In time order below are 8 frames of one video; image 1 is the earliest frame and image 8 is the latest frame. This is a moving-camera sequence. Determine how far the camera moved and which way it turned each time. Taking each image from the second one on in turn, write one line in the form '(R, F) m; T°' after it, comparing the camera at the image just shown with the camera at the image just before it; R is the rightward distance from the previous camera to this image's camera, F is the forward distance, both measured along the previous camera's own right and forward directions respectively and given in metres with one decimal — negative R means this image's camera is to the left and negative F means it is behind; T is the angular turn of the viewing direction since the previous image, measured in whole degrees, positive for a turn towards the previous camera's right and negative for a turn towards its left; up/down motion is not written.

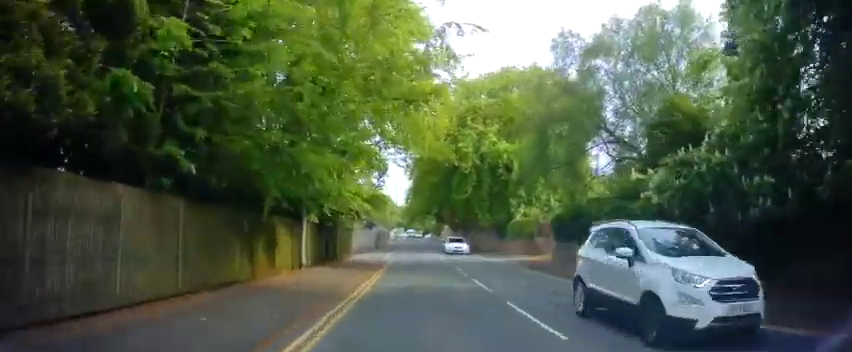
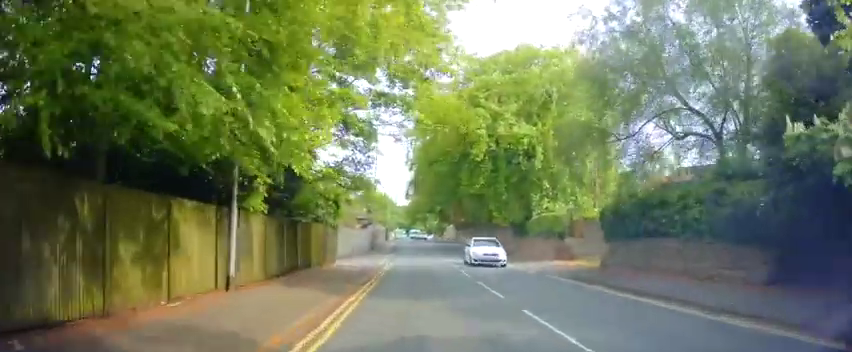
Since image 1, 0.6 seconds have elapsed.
(-0.3, +7.0) m; -2°
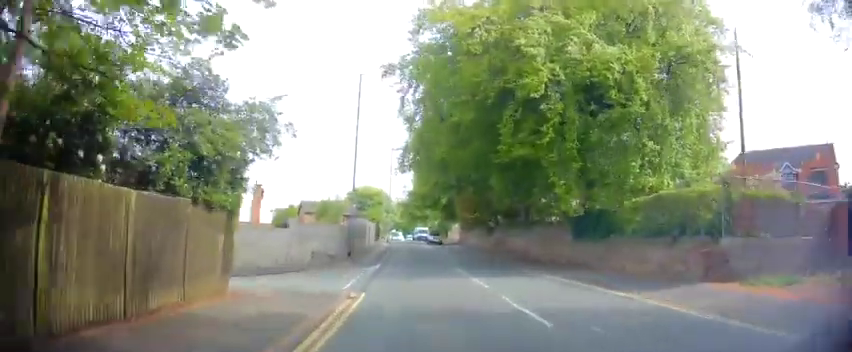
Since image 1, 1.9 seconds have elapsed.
(-0.4, +15.7) m; -1°
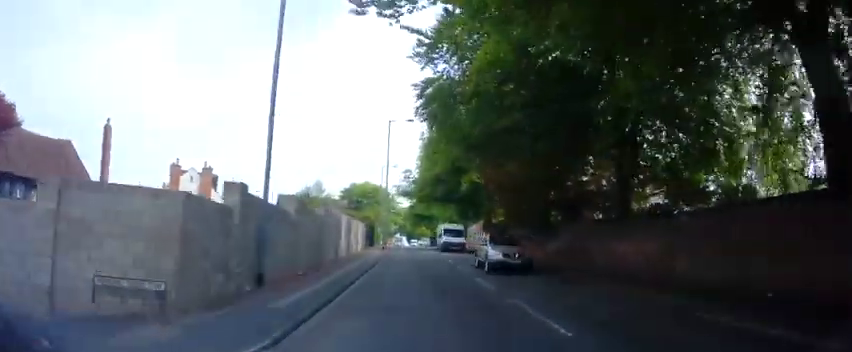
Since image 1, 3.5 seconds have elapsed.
(+0.5, +18.6) m; +3°
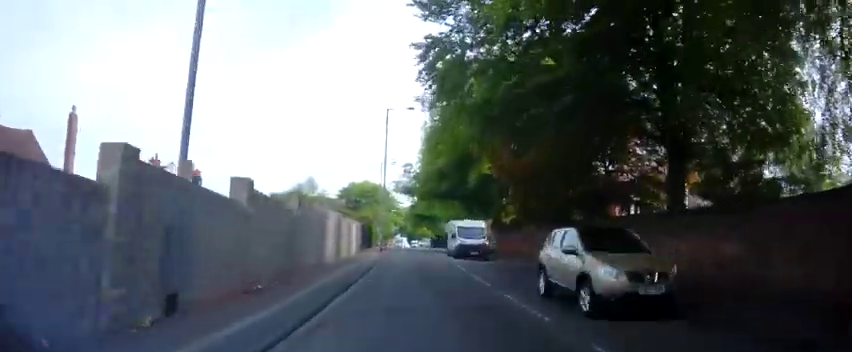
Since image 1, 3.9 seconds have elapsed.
(+0.1, +4.6) m; +1°
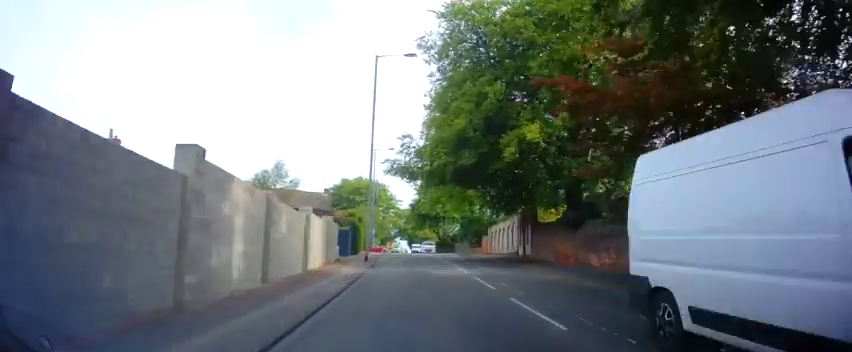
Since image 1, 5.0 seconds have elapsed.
(+0.1, +12.9) m; 0°
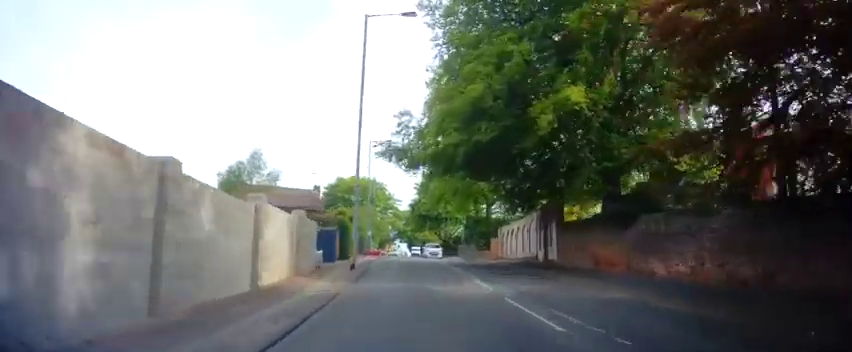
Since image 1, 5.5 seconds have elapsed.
(-0.1, +5.7) m; -1°
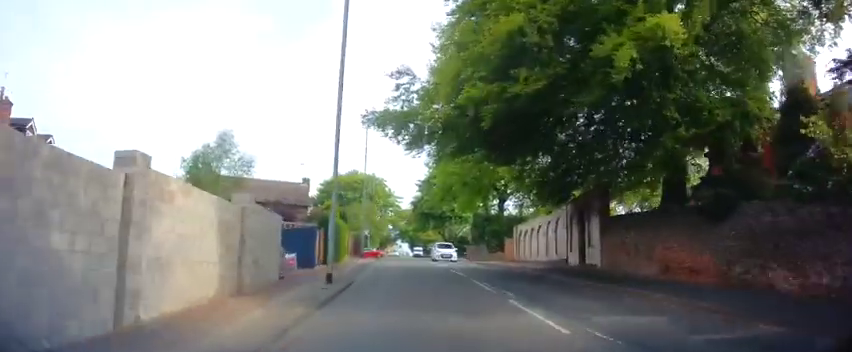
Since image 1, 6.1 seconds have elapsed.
(0.0, +6.0) m; -1°
